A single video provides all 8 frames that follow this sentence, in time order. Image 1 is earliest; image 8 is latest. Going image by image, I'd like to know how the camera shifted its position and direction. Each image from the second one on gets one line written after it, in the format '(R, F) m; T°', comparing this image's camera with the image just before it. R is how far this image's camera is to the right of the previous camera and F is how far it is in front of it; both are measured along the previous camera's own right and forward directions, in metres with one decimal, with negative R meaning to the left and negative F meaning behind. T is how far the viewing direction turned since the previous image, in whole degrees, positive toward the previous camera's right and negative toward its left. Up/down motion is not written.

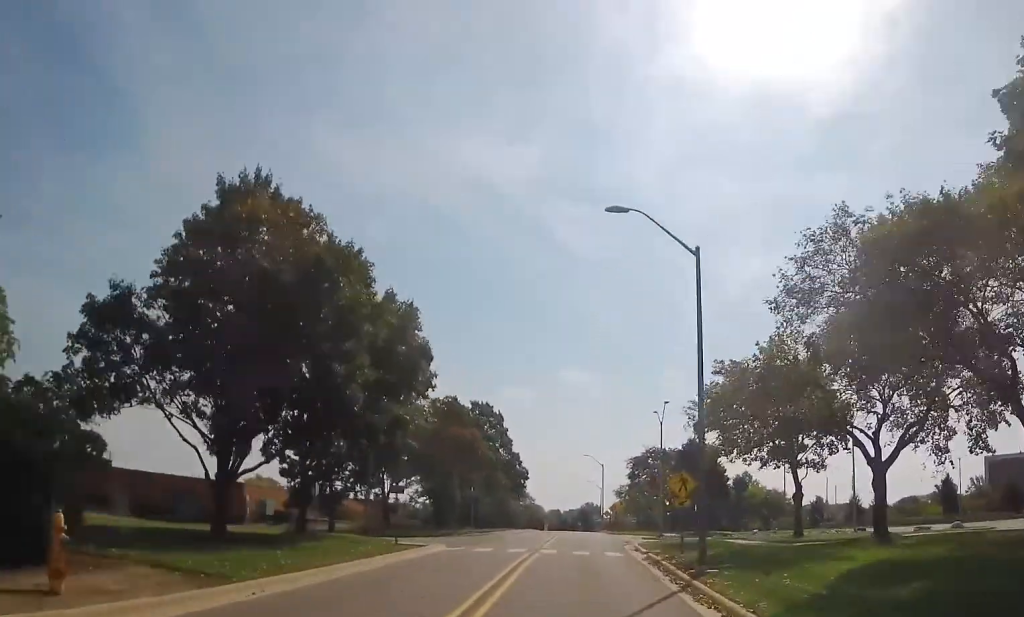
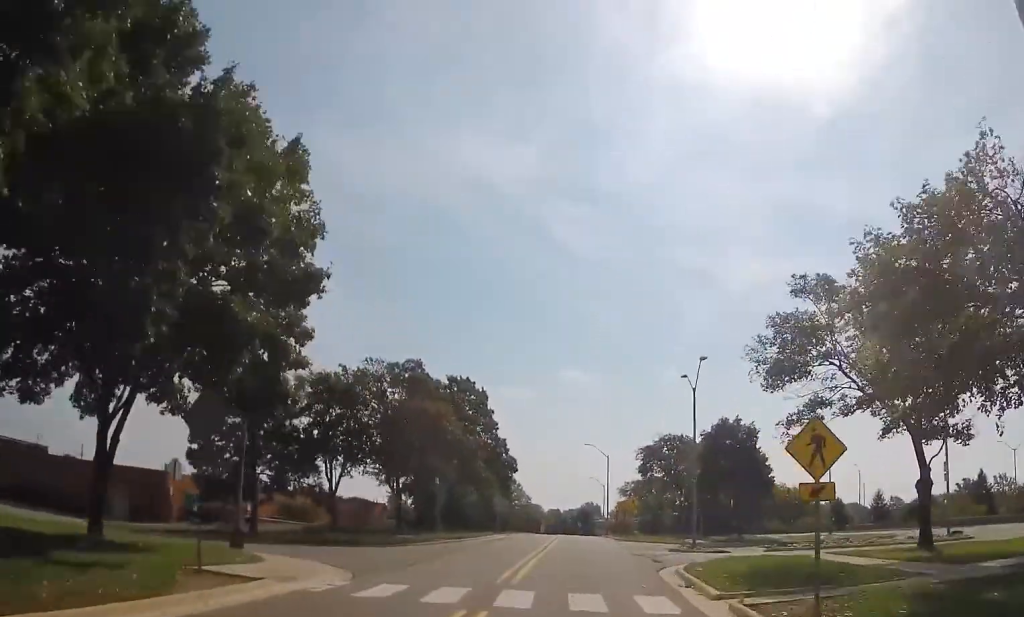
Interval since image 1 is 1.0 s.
(-0.6, +14.2) m; 0°
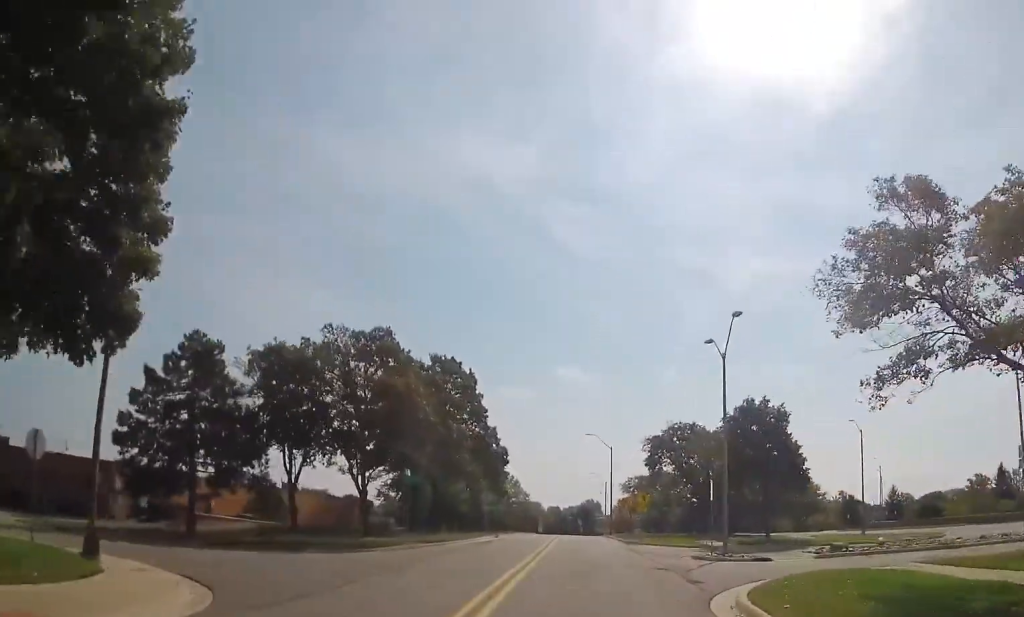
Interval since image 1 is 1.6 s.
(+0.2, +7.6) m; +2°
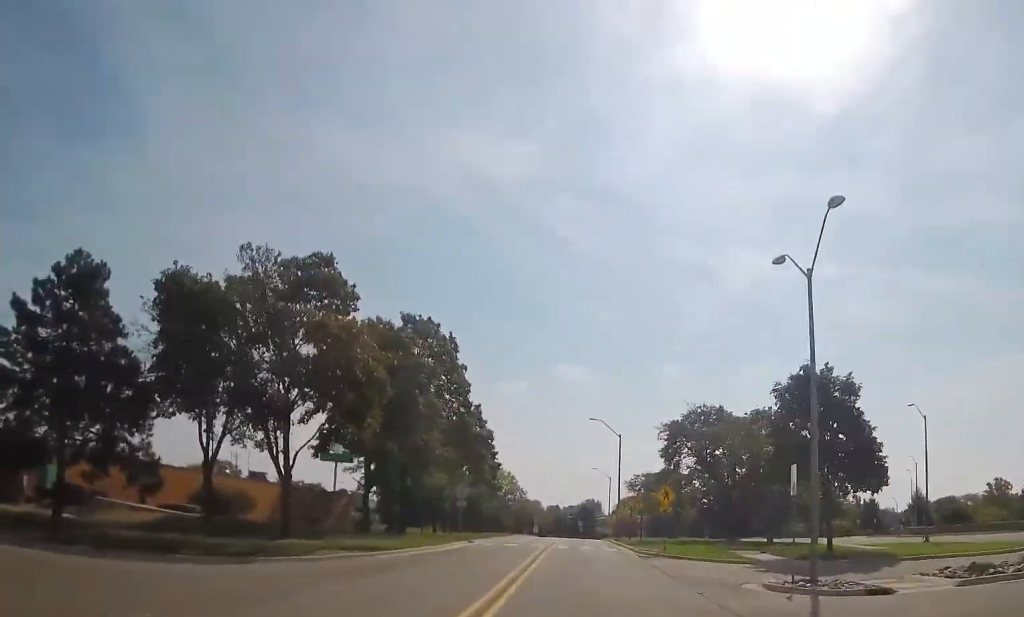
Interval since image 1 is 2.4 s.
(+0.3, +10.7) m; 0°
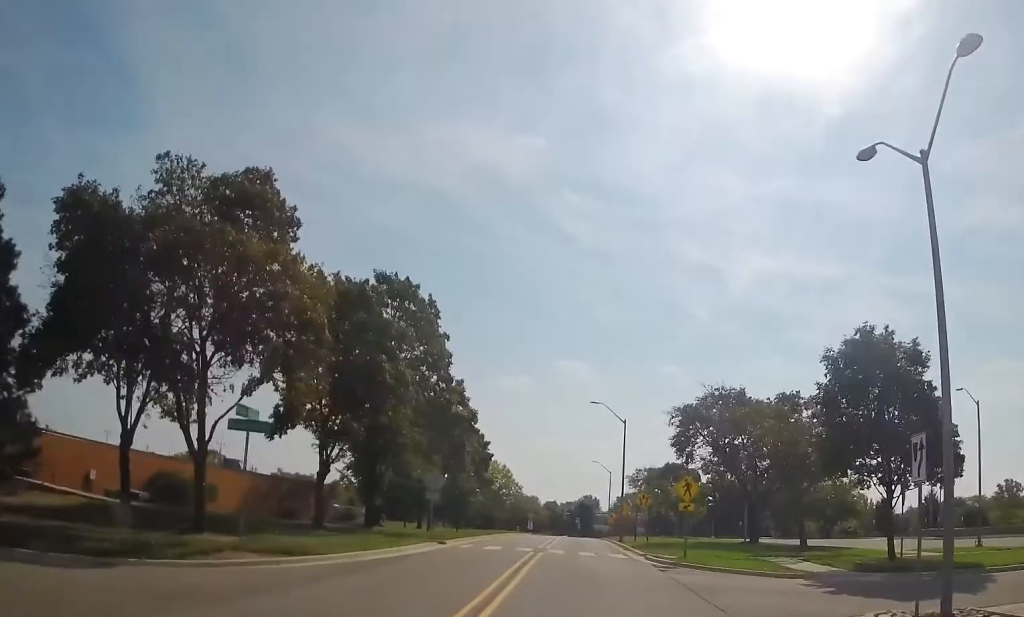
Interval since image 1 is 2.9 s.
(+0.1, +6.8) m; -1°
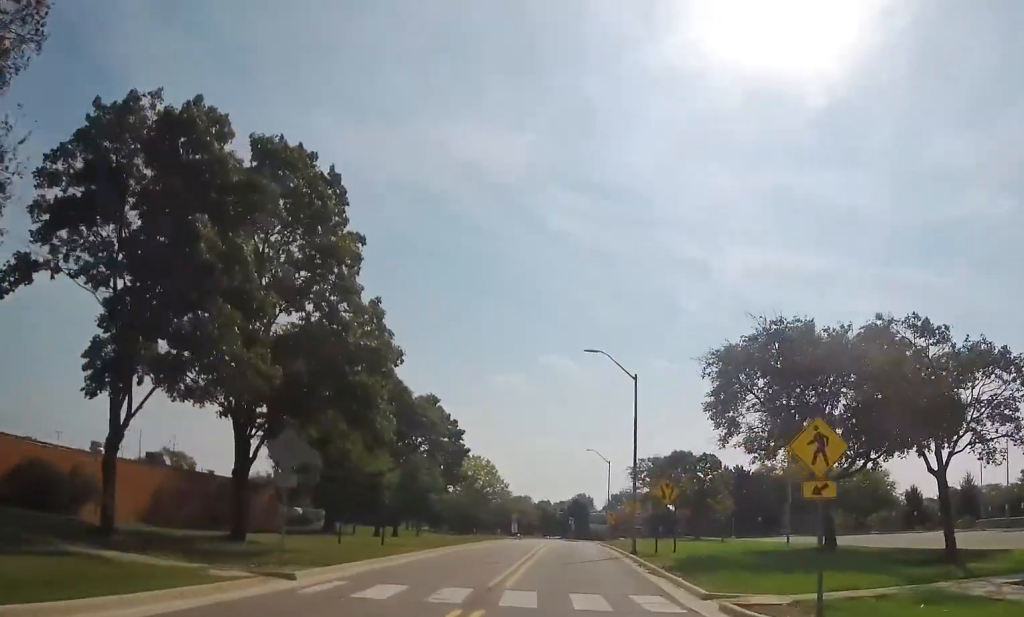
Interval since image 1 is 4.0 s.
(-0.7, +15.0) m; -2°
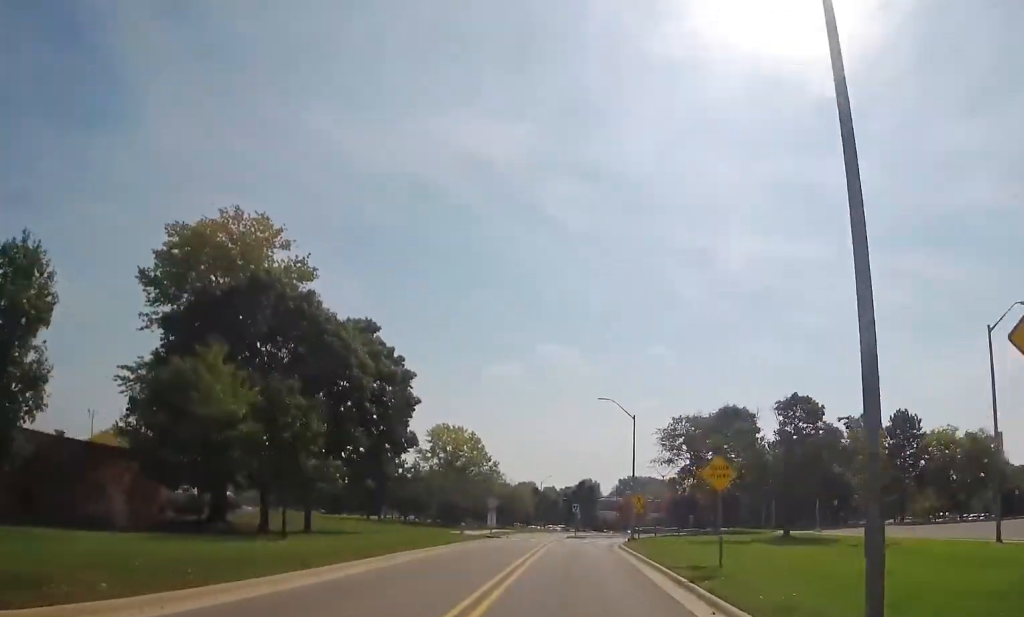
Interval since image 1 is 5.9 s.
(+0.7, +26.1) m; +2°
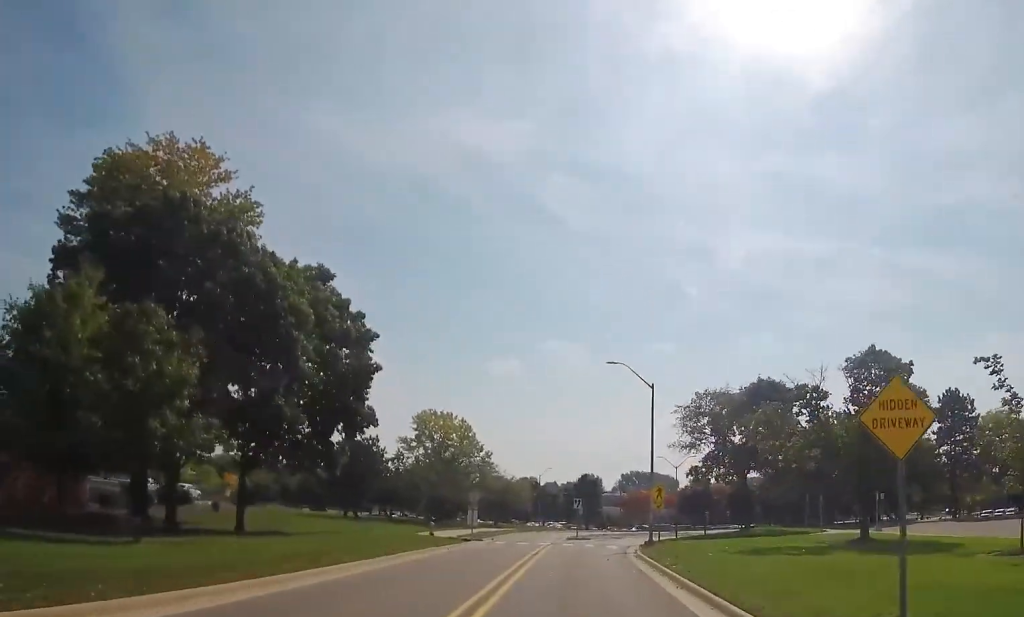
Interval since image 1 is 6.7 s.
(0.0, +10.5) m; -1°
